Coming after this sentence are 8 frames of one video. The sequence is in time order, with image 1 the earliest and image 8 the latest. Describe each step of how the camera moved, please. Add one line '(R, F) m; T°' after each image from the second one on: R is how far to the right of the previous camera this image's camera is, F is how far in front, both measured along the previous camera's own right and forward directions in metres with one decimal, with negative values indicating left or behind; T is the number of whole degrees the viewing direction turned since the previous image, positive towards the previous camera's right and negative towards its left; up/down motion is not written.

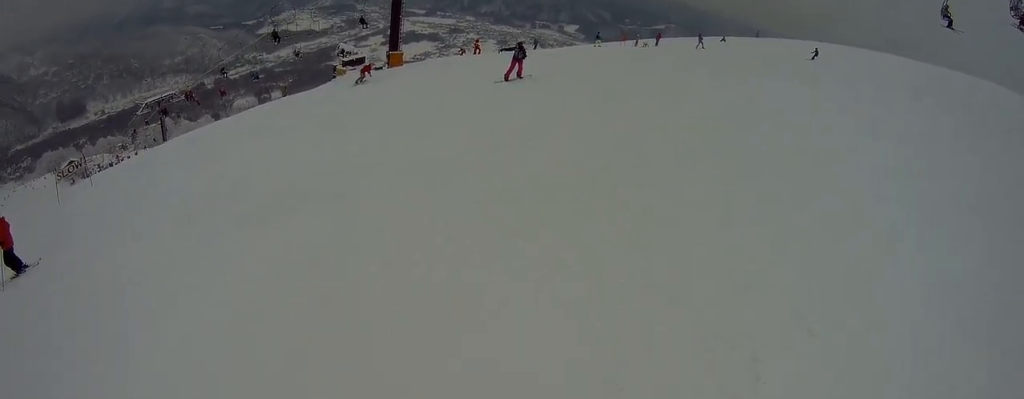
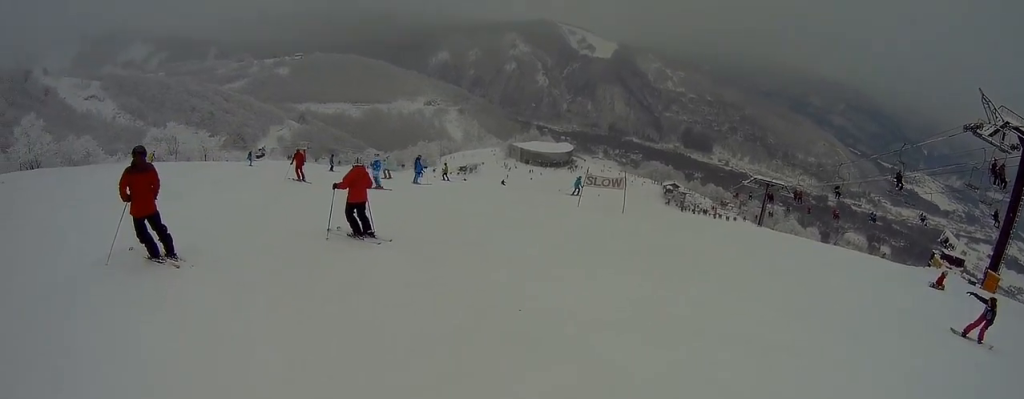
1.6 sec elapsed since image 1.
(-2.8, +5.7) m; -41°
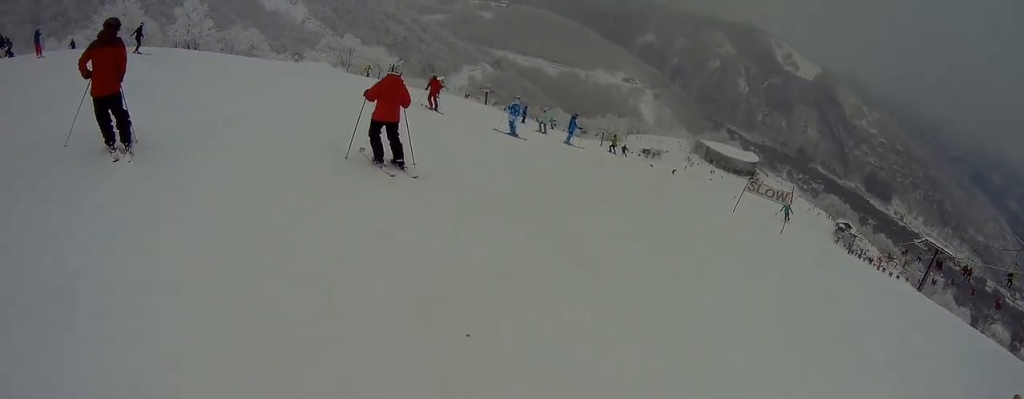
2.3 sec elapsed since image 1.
(-0.3, +3.2) m; -8°
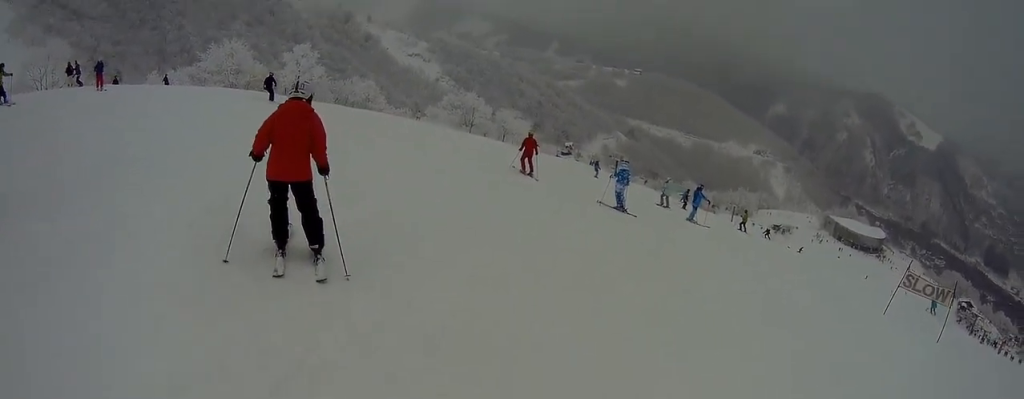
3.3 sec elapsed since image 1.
(-0.1, +4.5) m; +3°
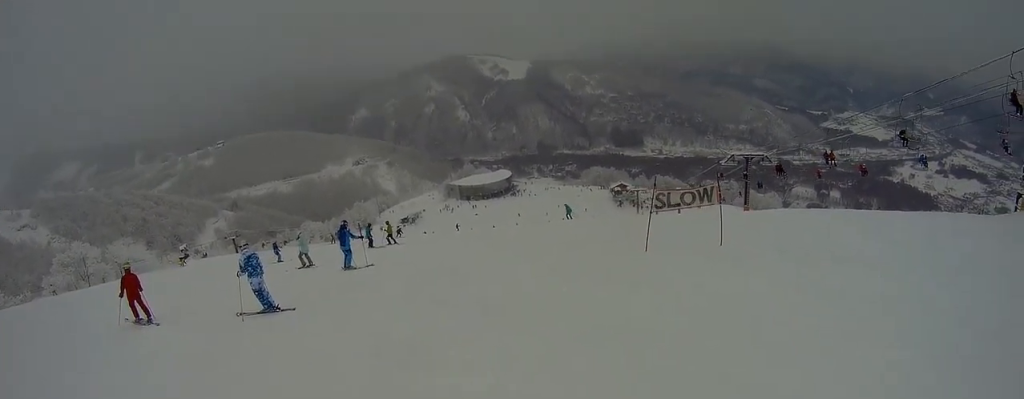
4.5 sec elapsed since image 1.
(+1.0, +5.3) m; +22°
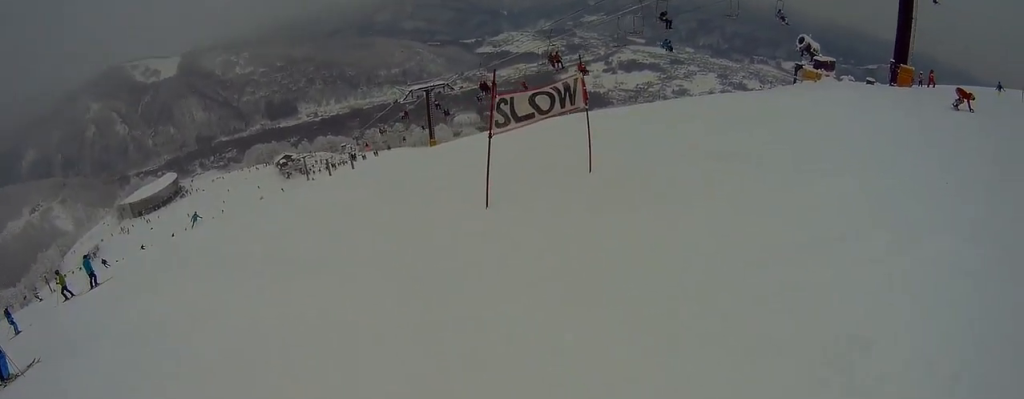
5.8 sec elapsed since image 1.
(+0.4, +6.0) m; +6°
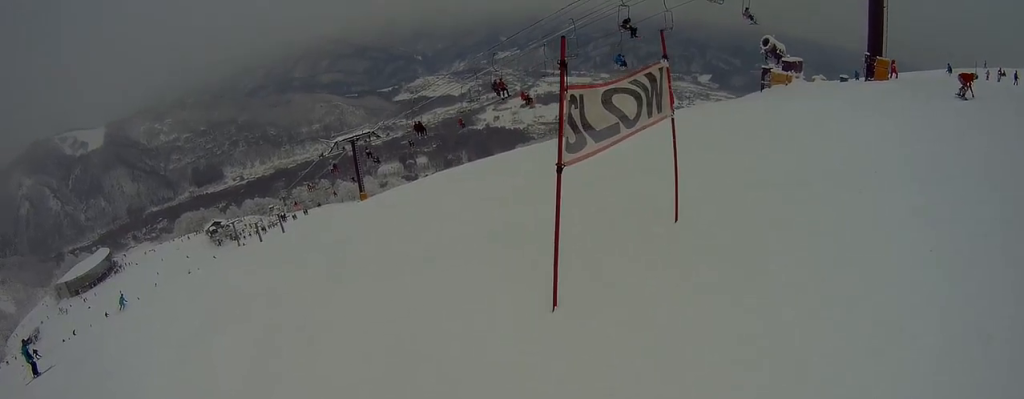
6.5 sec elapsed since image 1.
(+0.3, +2.8) m; +9°
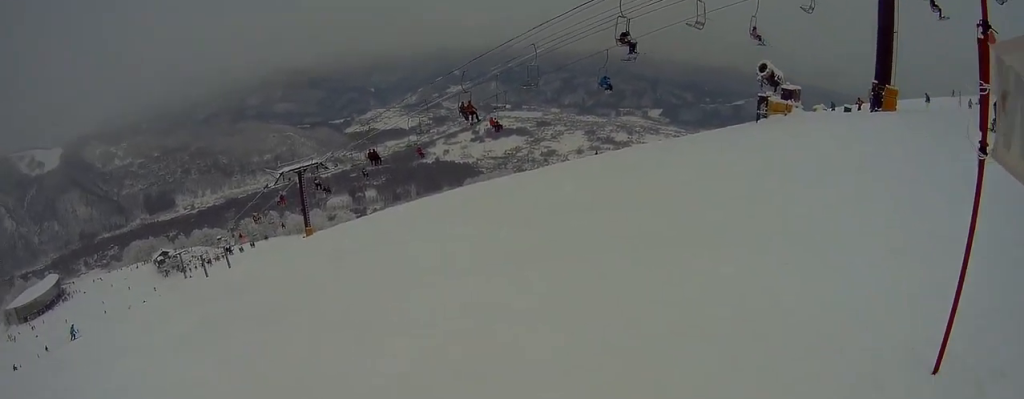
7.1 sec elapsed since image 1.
(+0.2, +2.4) m; +14°
